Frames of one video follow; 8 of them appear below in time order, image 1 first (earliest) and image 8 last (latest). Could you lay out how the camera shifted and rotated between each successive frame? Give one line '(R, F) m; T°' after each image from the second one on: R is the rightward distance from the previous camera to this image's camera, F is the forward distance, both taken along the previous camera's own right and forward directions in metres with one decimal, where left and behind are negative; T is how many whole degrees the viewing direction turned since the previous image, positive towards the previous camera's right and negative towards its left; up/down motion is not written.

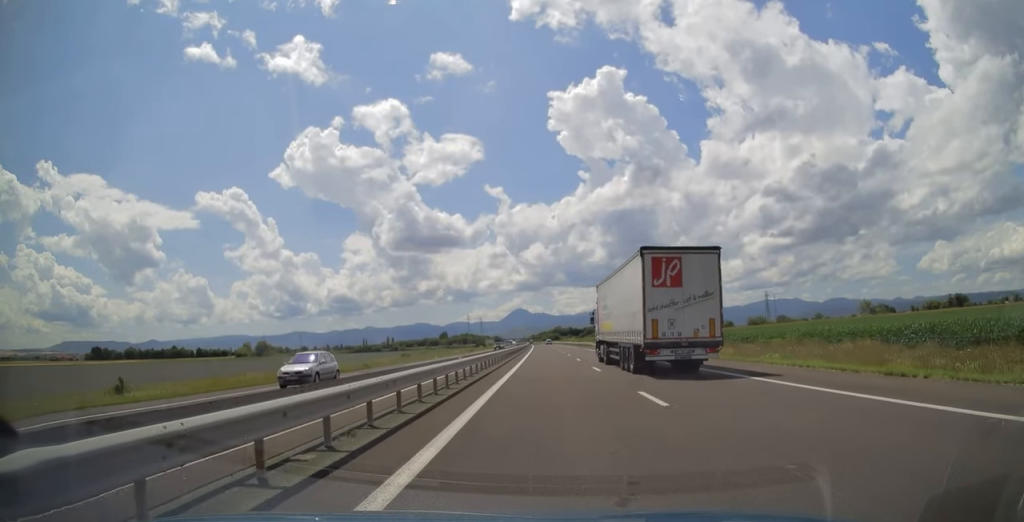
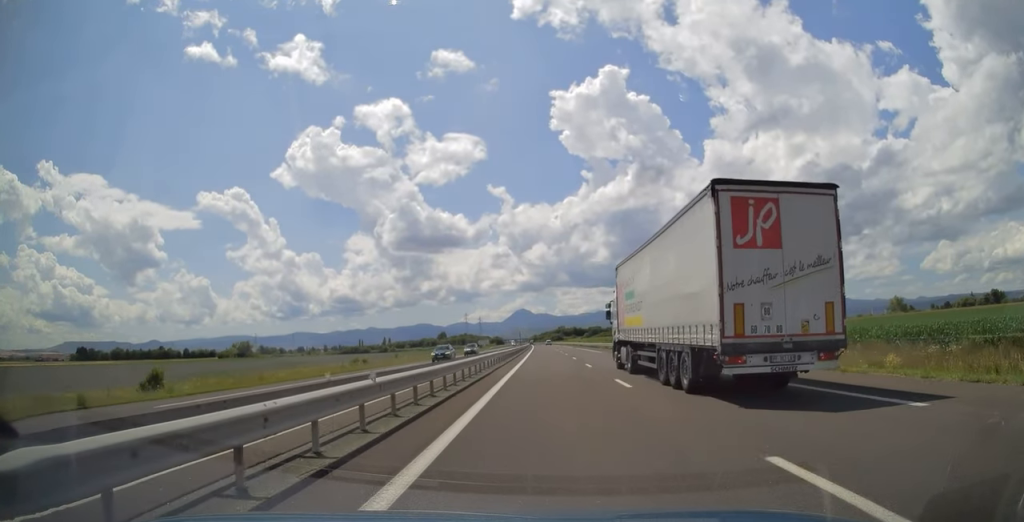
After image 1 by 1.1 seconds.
(-0.2, +34.3) m; 0°
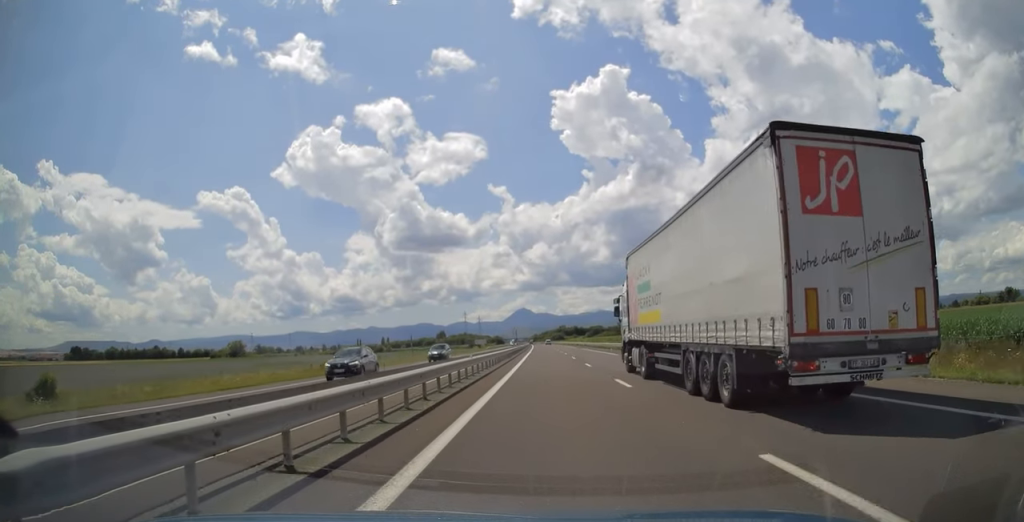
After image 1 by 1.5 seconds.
(0.0, +12.8) m; 0°
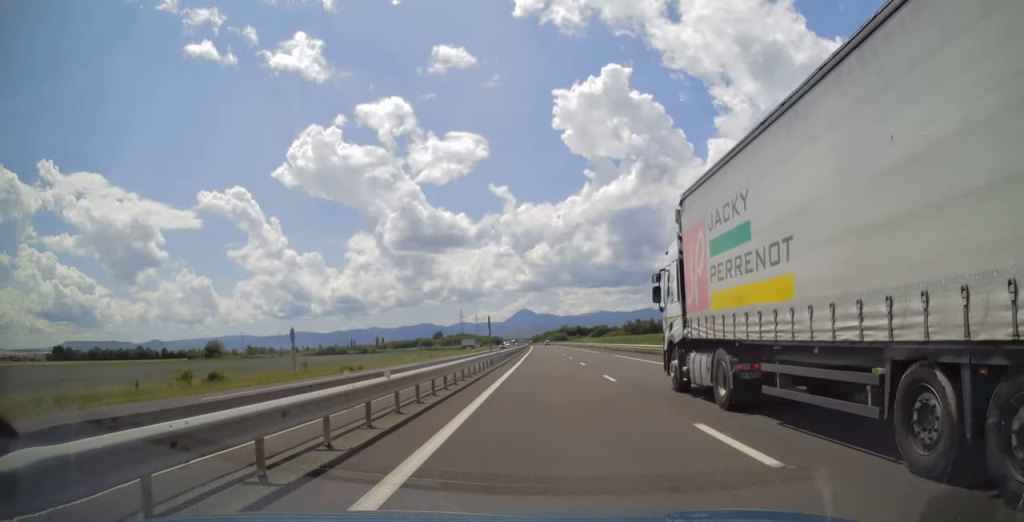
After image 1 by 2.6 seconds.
(+0.3, +36.3) m; 0°
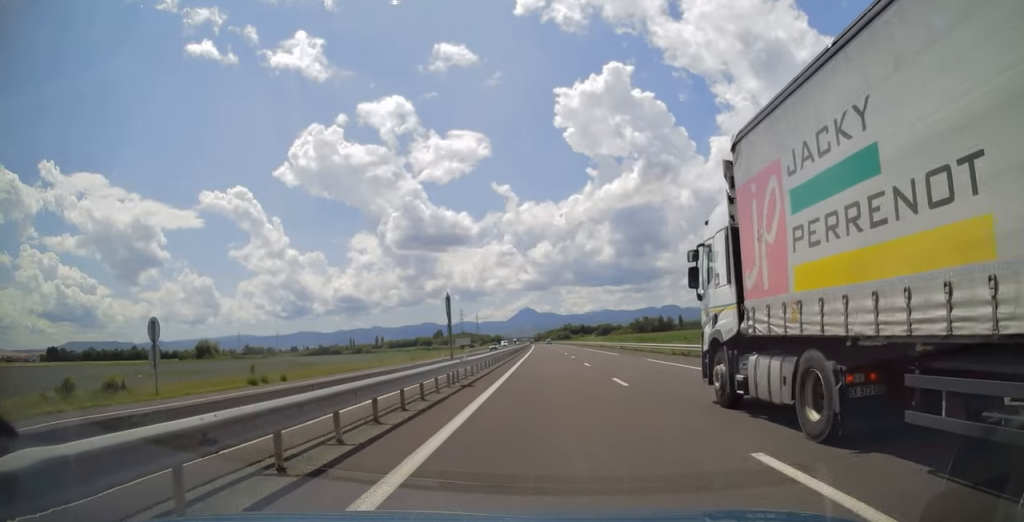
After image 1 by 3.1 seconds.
(-0.1, +15.5) m; 0°
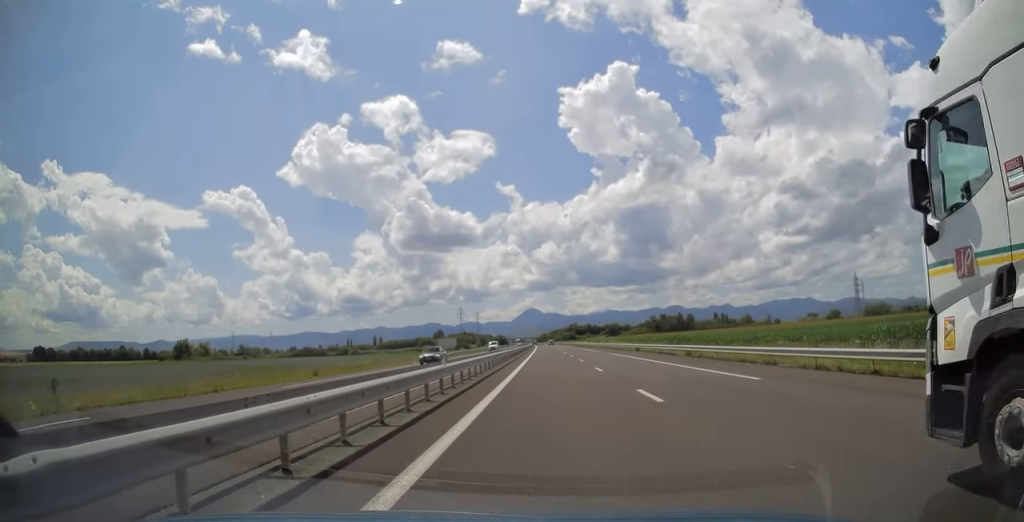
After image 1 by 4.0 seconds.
(-0.1, +30.0) m; 0°
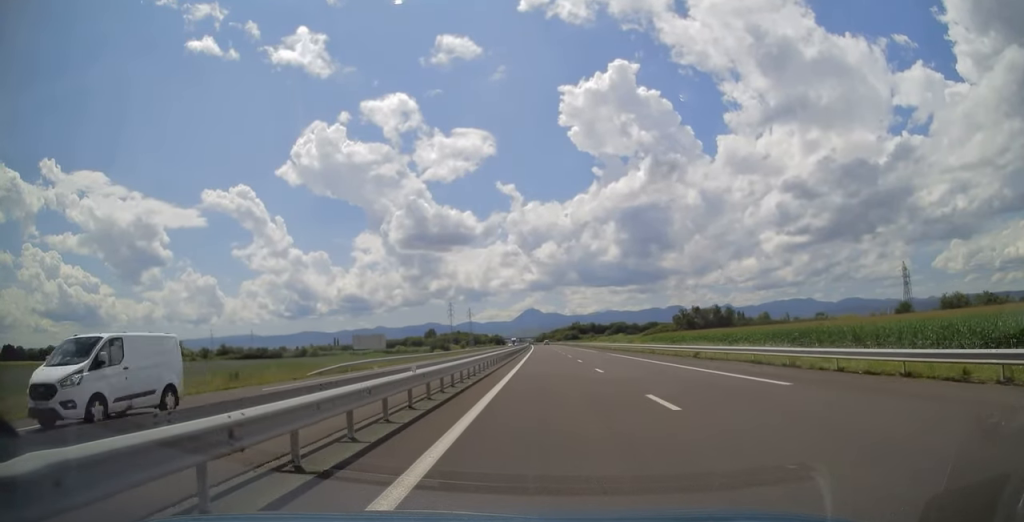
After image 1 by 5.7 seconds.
(-0.3, +53.5) m; -1°
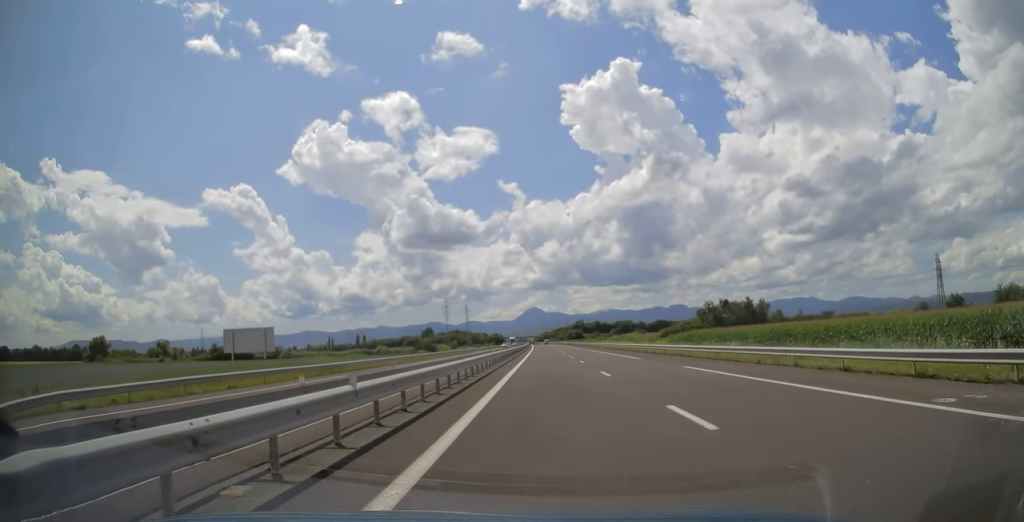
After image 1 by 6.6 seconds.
(-0.1, +28.4) m; 0°
